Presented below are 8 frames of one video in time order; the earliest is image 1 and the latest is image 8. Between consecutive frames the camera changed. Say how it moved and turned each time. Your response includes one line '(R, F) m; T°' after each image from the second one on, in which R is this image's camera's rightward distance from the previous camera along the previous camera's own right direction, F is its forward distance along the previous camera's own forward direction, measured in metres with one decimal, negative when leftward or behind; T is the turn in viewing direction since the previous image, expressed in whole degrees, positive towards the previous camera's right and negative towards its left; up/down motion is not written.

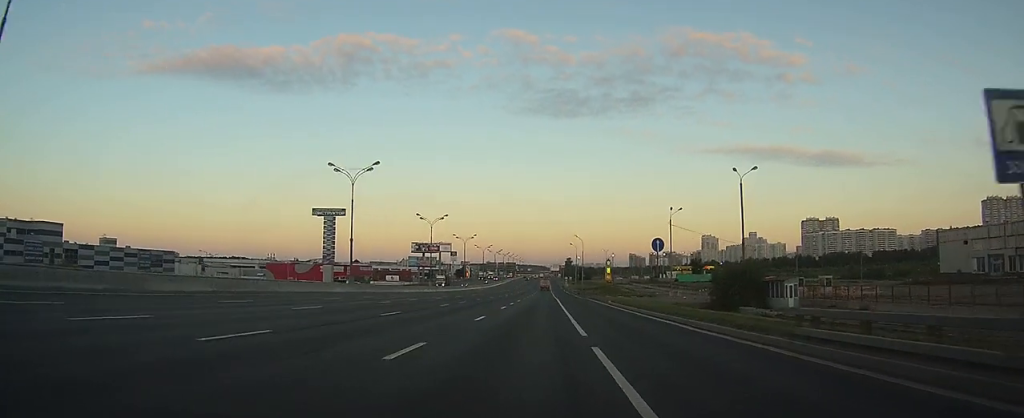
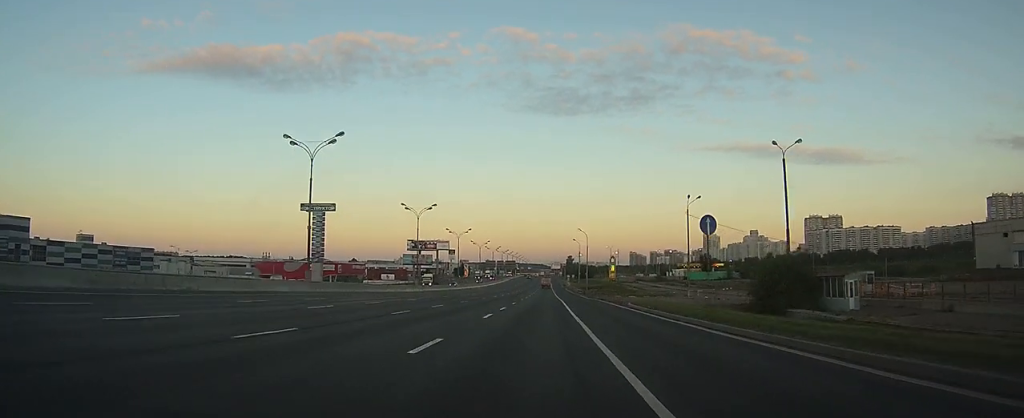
(+0.1, +11.1) m; 0°
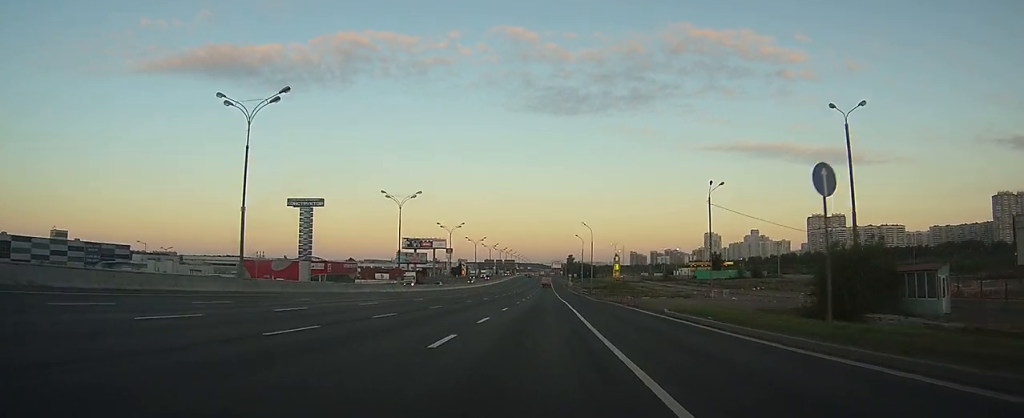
(0.0, +11.1) m; 0°
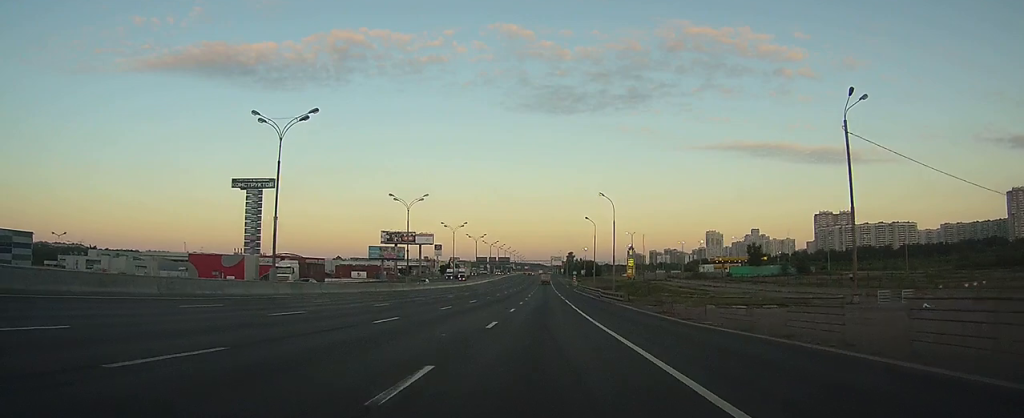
(+0.1, +35.3) m; 0°
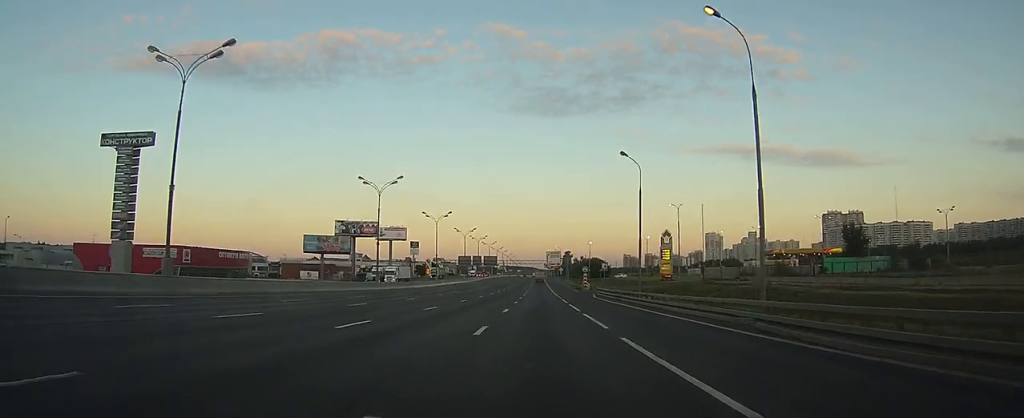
(+0.2, +51.4) m; +1°
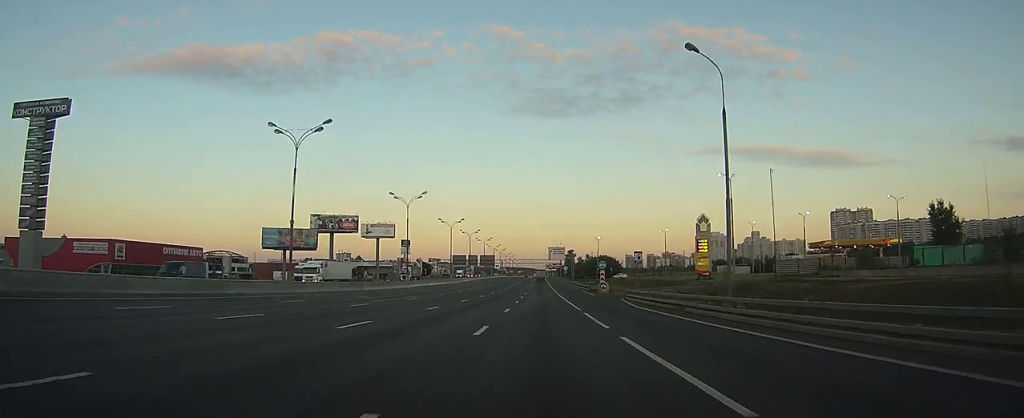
(+0.1, +24.0) m; 0°
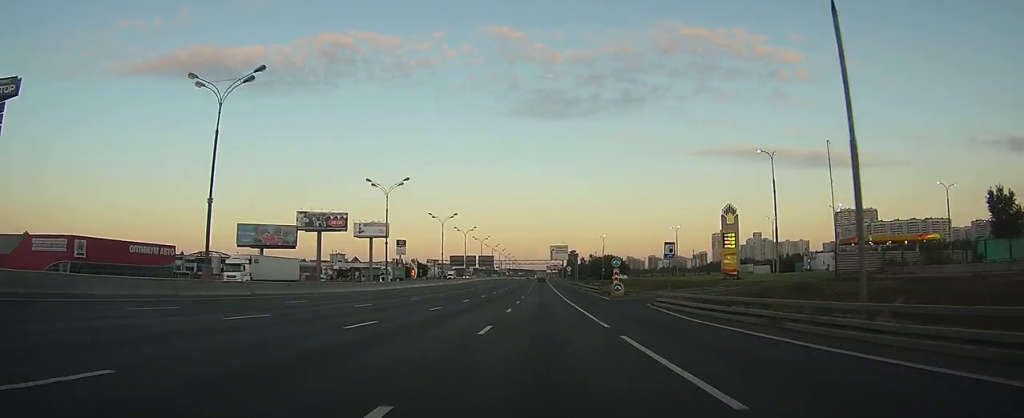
(0.0, +11.6) m; 0°
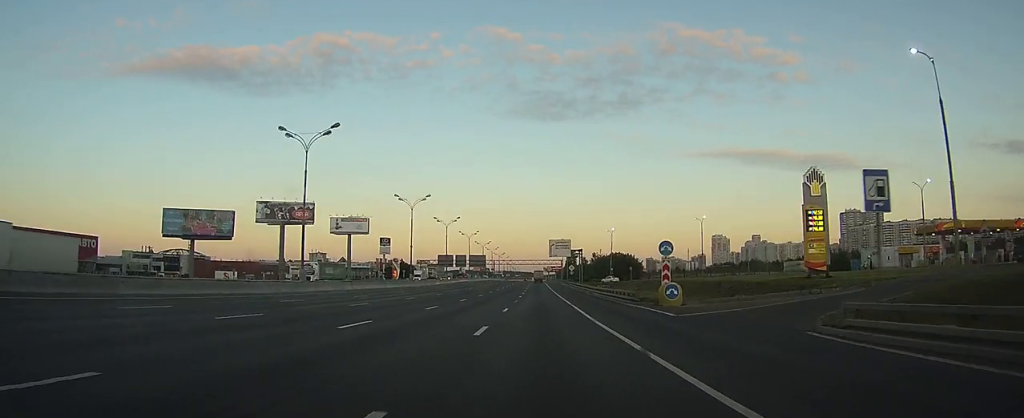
(-0.2, +24.3) m; 0°
